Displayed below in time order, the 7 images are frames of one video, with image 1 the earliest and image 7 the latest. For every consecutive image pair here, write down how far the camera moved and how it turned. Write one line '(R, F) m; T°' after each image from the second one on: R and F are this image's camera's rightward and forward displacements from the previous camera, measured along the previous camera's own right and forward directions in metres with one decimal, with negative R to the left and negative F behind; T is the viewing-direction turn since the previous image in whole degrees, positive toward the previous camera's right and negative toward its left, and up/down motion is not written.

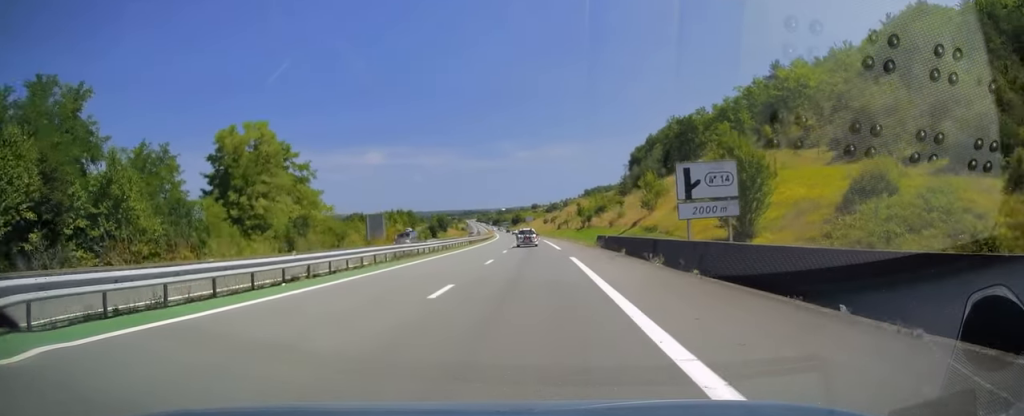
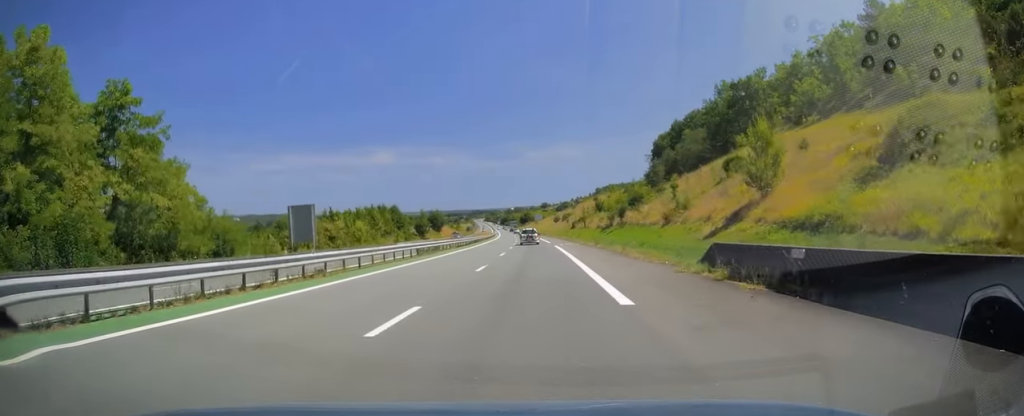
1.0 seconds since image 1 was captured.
(-0.1, +30.6) m; -1°
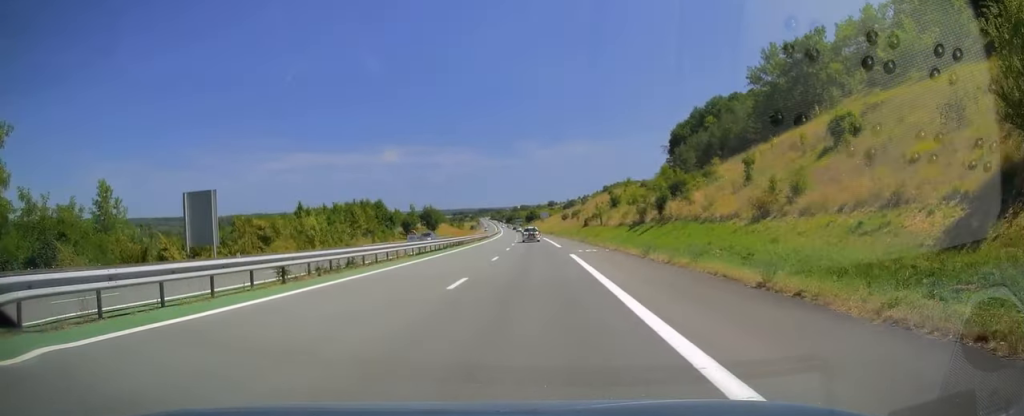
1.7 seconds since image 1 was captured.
(-0.2, +19.8) m; -1°
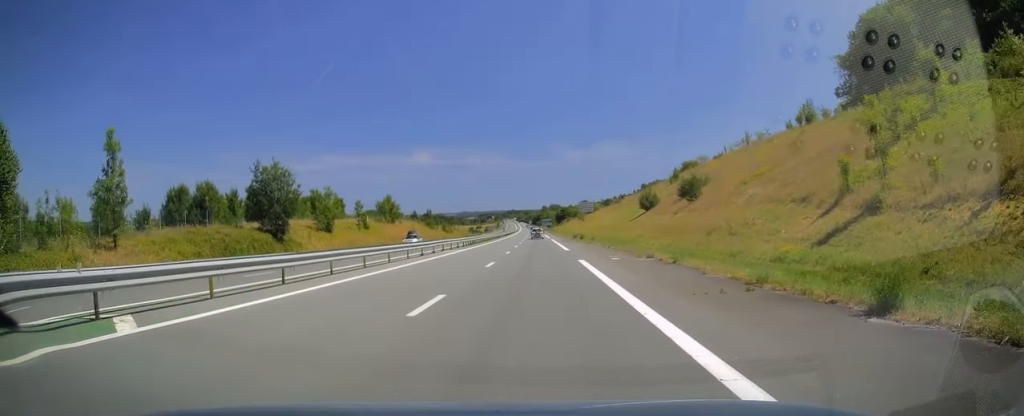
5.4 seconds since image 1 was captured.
(-2.5, +108.5) m; -3°
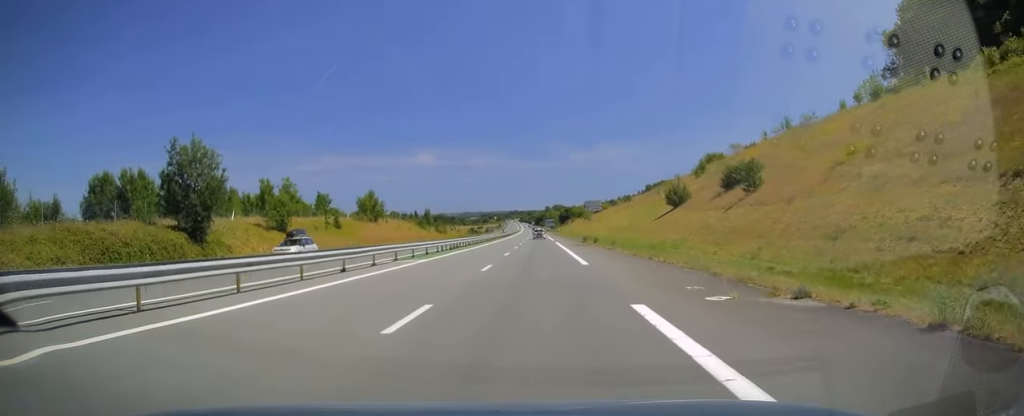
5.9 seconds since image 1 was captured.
(0.0, +14.8) m; 0°
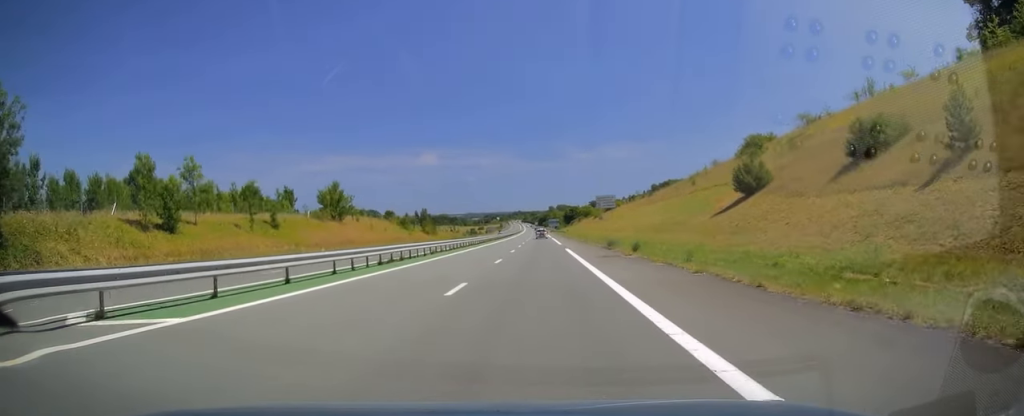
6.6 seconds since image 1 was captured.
(+0.1, +21.2) m; 0°
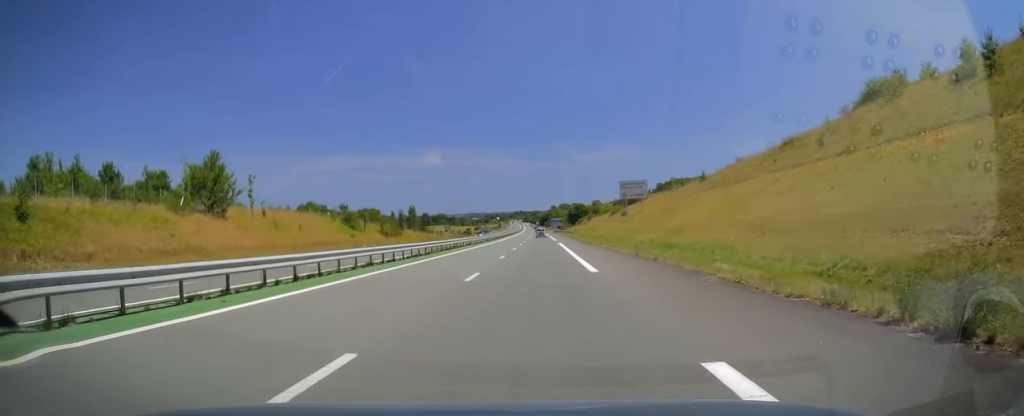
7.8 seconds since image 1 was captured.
(-0.3, +35.4) m; 0°
